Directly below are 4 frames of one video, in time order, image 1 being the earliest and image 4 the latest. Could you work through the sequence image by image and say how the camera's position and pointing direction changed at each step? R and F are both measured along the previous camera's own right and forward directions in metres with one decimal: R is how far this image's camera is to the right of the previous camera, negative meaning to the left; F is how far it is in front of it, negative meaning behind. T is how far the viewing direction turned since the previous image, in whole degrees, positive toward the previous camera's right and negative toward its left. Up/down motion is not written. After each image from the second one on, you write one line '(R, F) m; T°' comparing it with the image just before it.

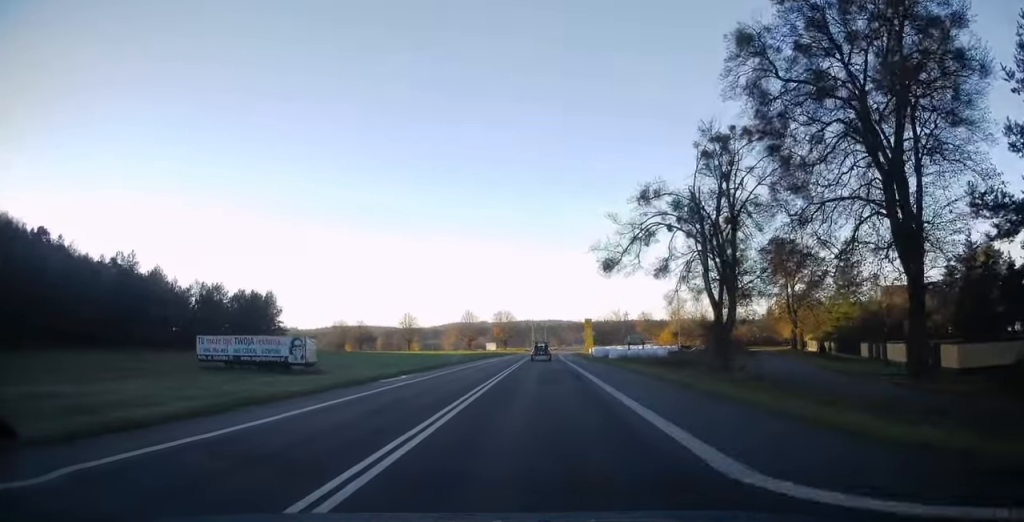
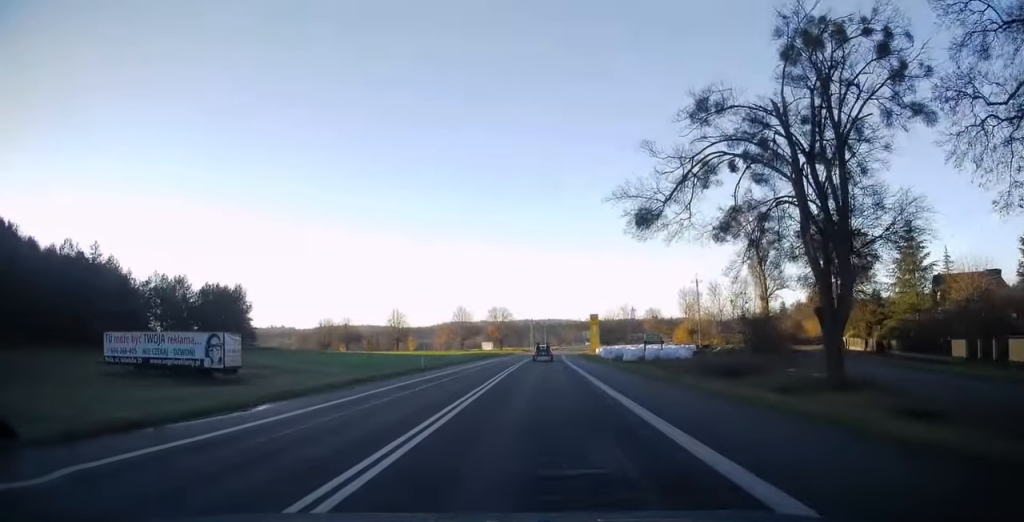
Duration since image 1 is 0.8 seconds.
(+0.1, +15.9) m; 0°
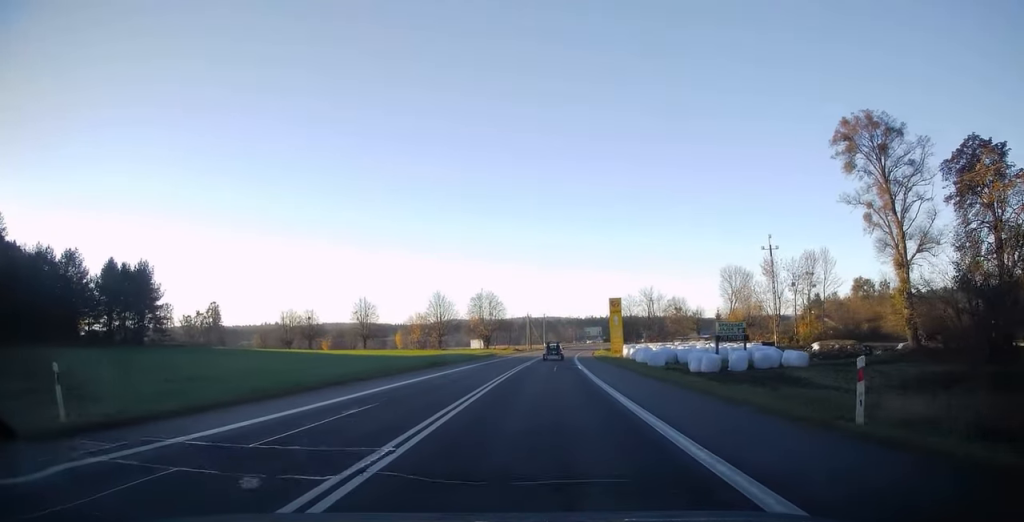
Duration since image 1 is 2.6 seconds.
(0.0, +35.0) m; 0°
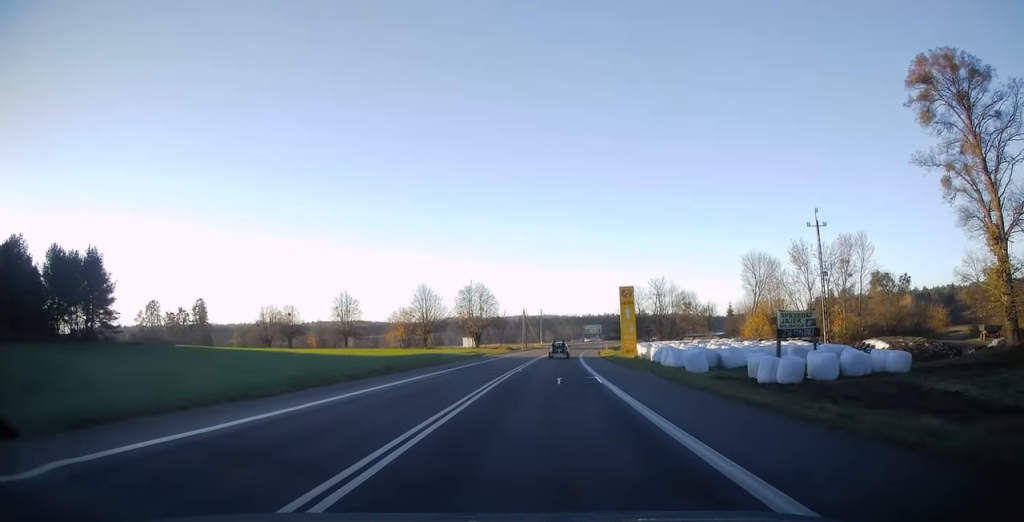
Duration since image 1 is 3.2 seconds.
(0.0, +13.3) m; 0°
